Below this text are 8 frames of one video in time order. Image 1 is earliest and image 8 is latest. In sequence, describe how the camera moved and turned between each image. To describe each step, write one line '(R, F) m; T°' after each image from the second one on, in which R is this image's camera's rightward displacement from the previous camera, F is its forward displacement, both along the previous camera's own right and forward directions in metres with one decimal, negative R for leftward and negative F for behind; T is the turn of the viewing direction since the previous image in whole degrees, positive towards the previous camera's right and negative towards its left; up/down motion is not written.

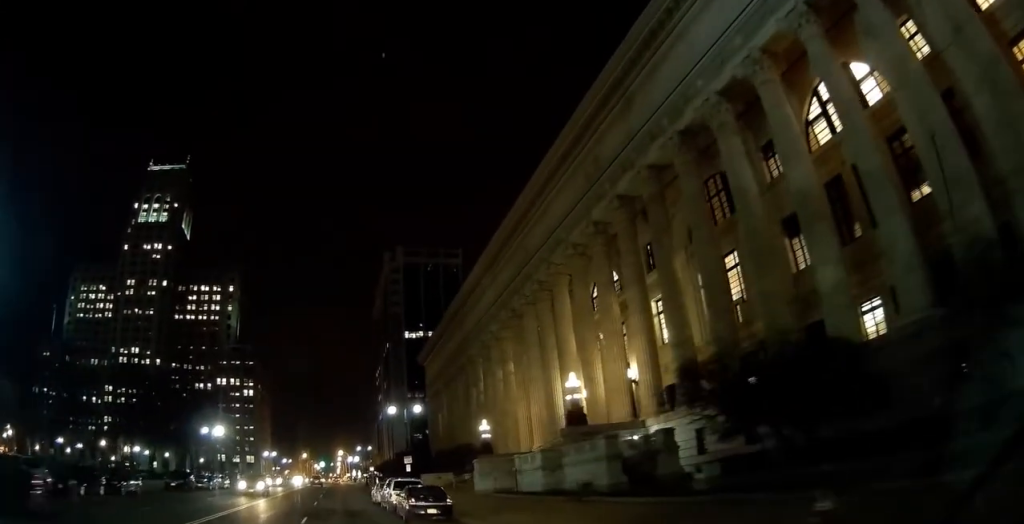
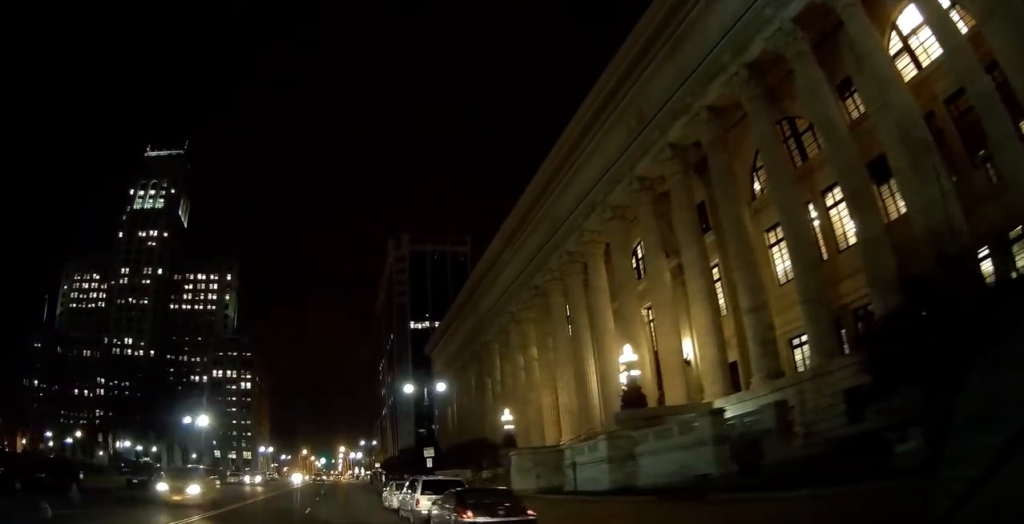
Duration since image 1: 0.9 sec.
(+0.1, +8.9) m; 0°
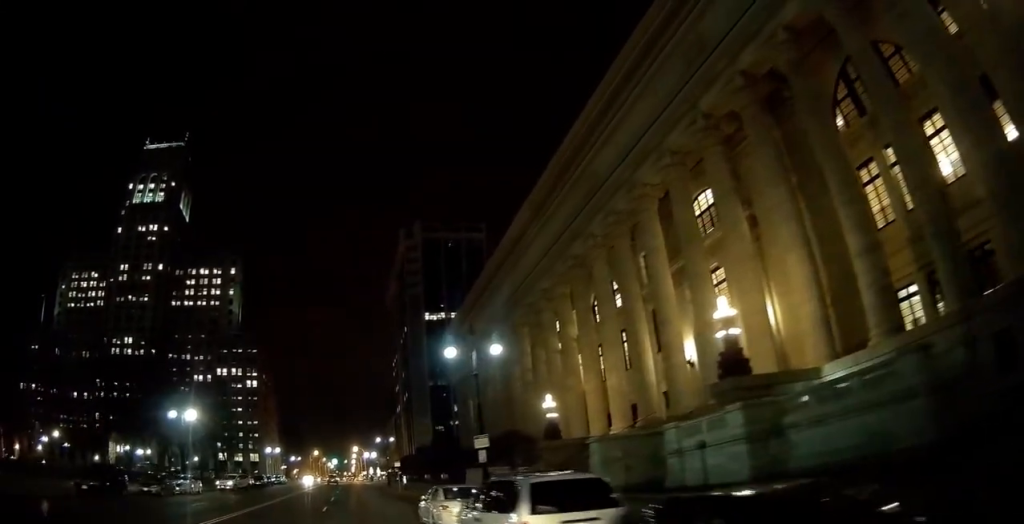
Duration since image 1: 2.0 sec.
(-0.1, +9.3) m; -4°
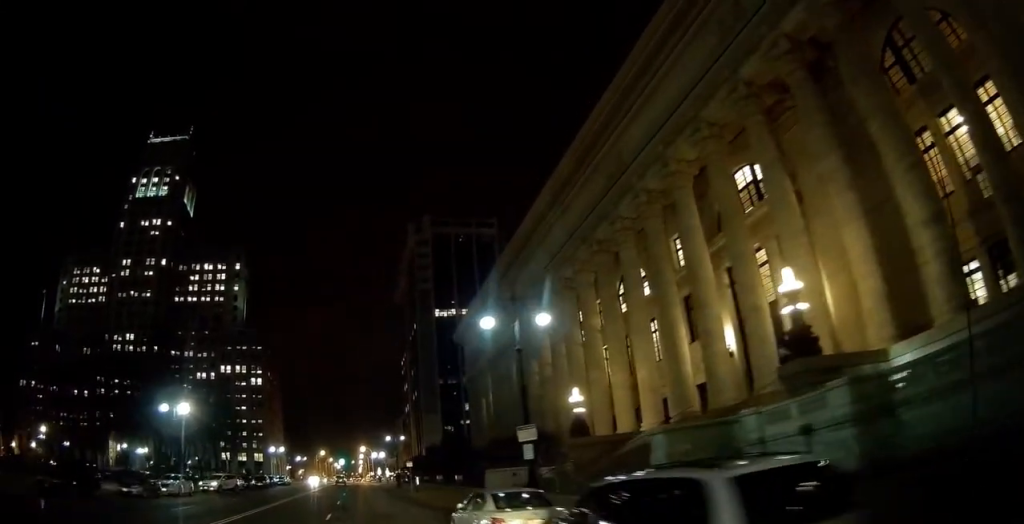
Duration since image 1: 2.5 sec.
(-0.2, +4.6) m; -1°
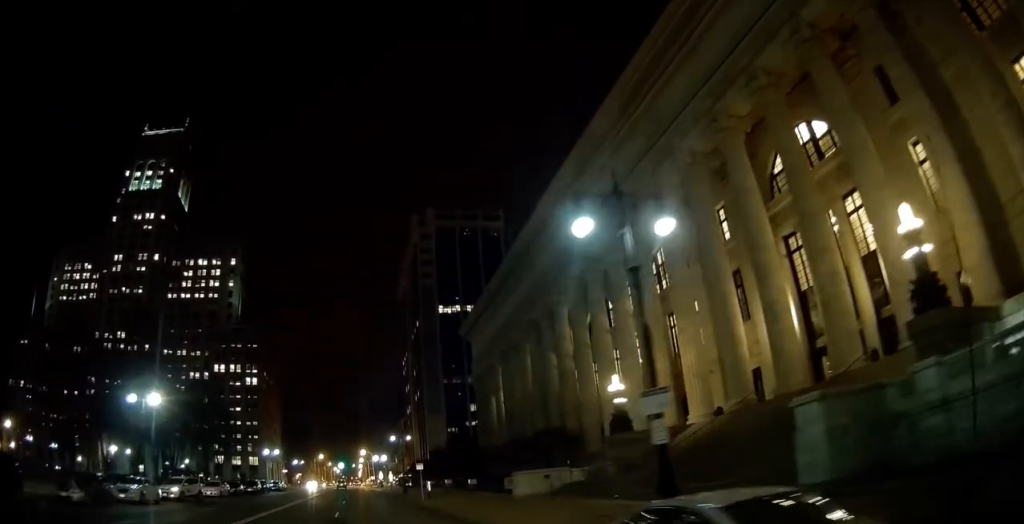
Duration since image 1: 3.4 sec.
(-0.2, +7.6) m; +1°
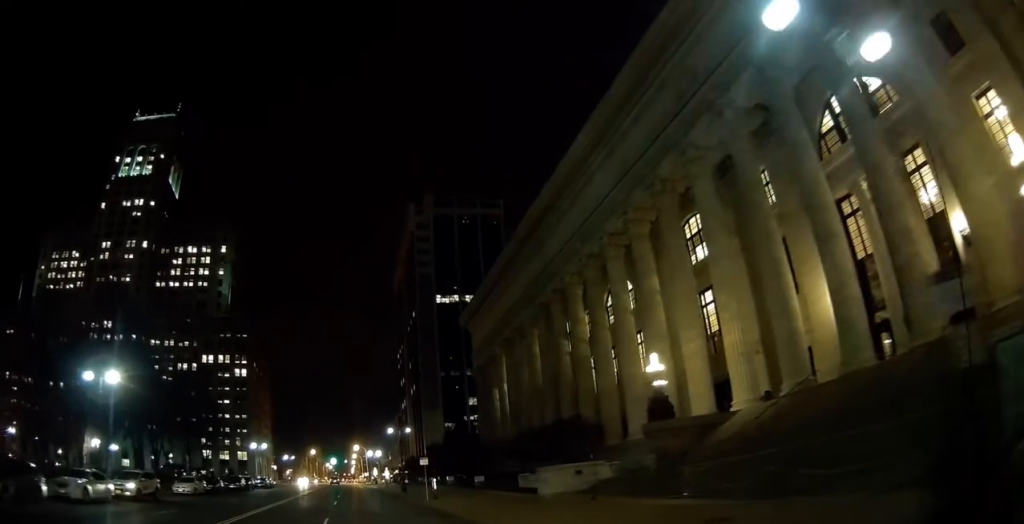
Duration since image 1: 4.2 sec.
(+0.4, +6.5) m; +1°
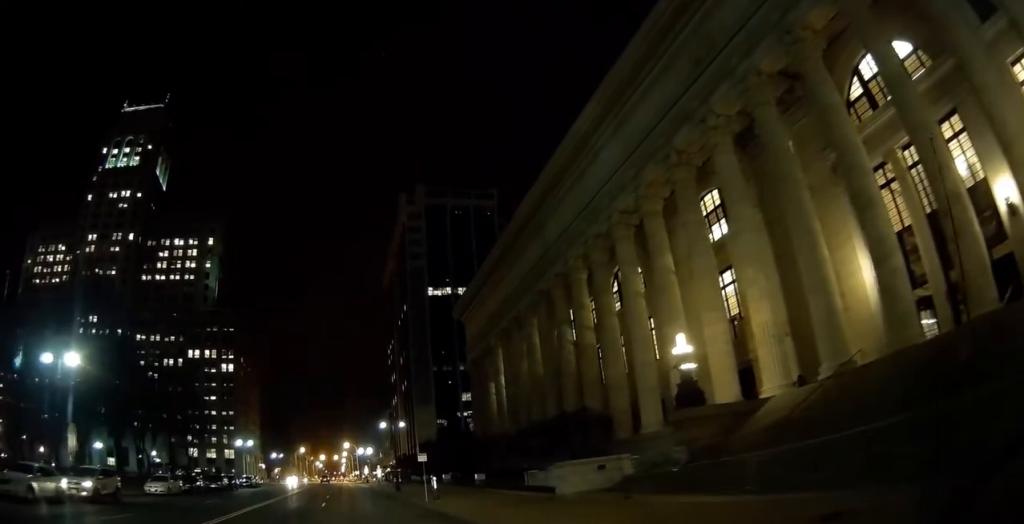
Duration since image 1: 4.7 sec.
(-0.2, +4.3) m; 0°
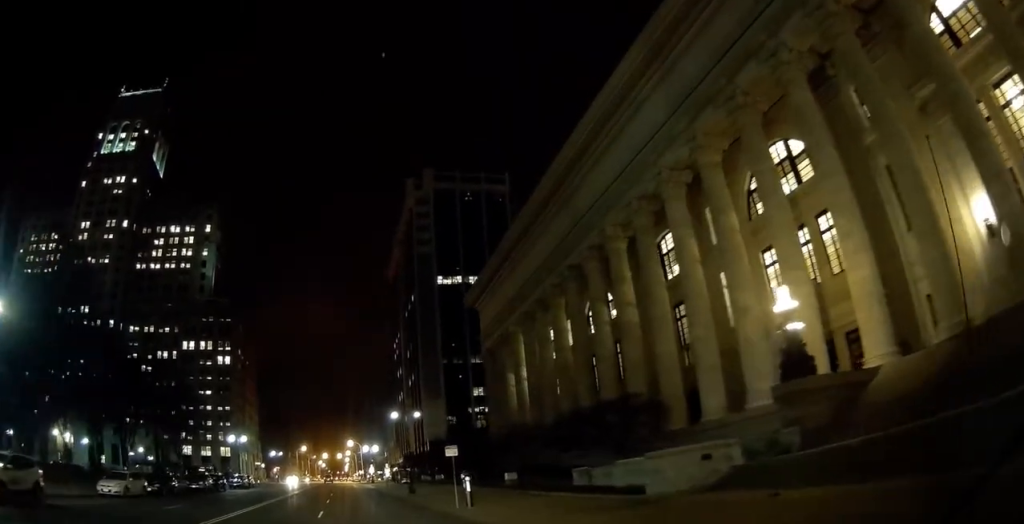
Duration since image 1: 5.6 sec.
(+0.1, +8.4) m; 0°
